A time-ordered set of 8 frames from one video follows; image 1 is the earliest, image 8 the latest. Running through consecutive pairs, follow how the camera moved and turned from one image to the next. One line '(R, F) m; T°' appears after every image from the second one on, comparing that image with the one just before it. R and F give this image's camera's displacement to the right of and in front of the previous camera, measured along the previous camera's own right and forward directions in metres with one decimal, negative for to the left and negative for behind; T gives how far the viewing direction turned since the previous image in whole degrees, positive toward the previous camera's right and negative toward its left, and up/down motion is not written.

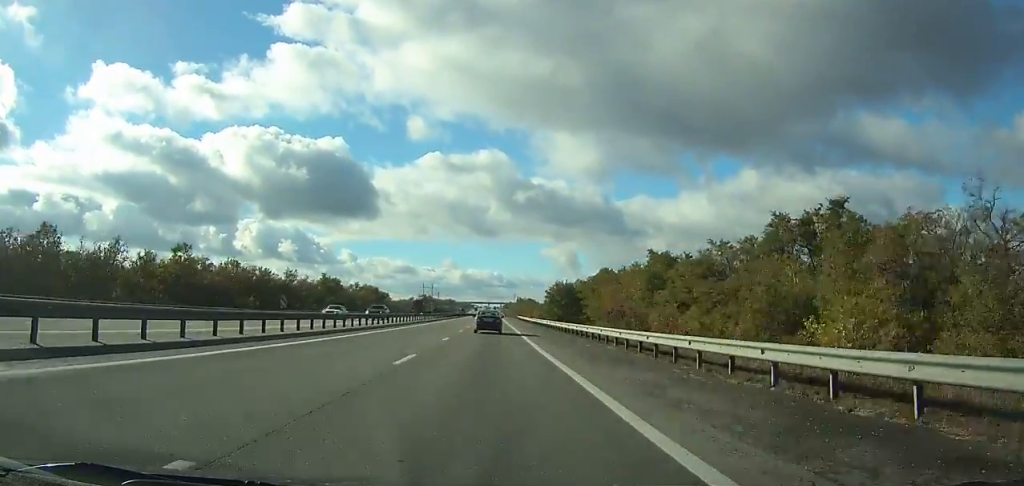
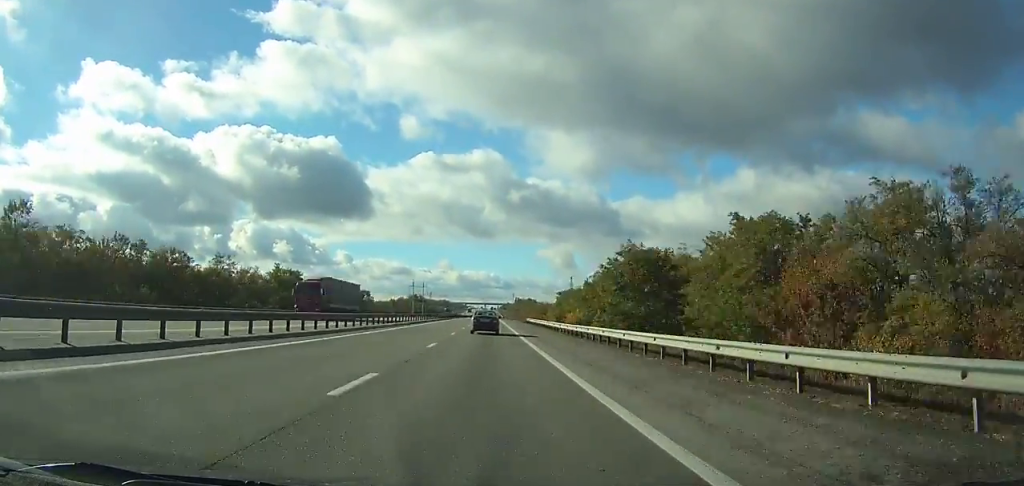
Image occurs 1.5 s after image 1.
(-0.1, +40.6) m; 0°
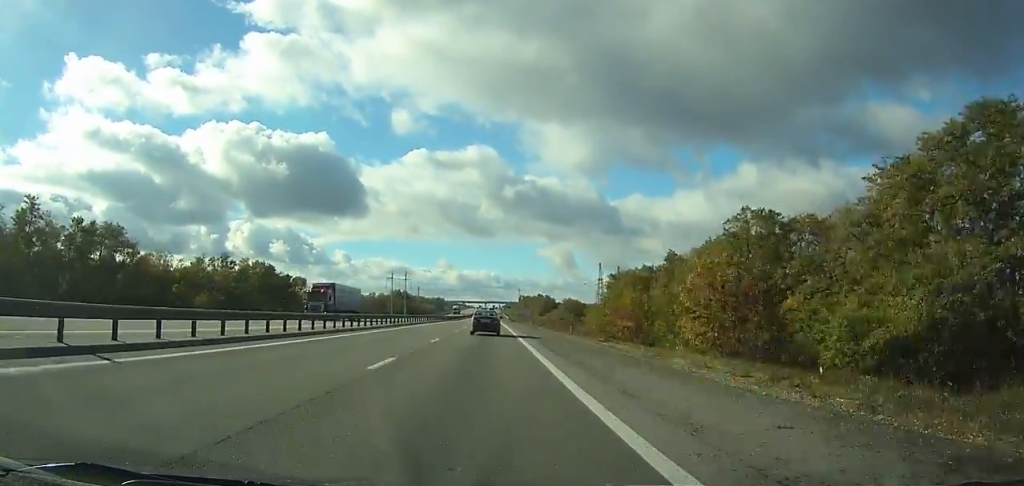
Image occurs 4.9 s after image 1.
(+0.1, +91.5) m; 0°
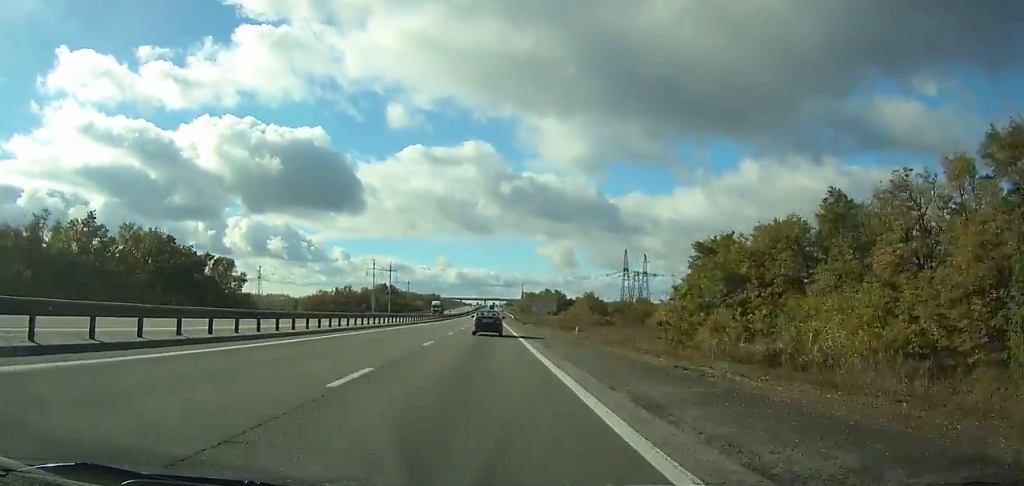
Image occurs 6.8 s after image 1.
(-0.2, +50.6) m; 0°
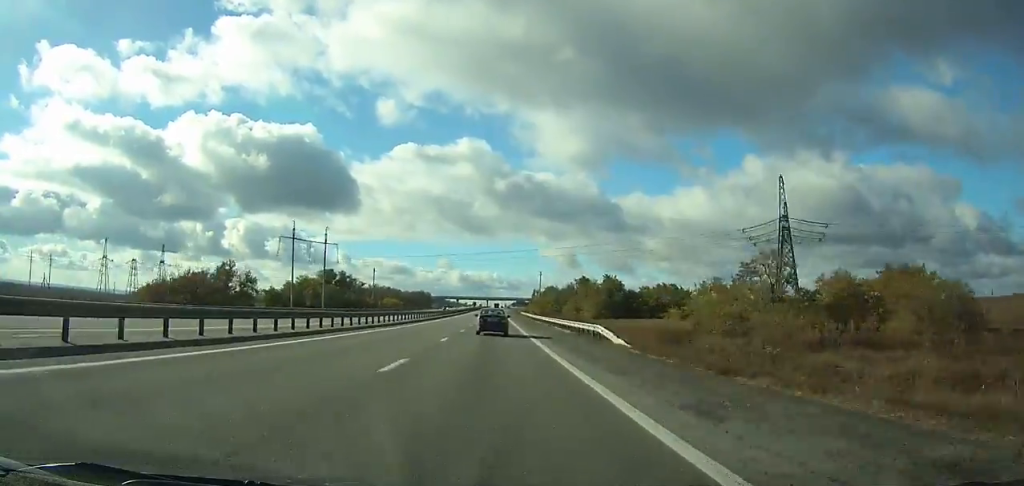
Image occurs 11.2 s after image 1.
(-0.1, +116.8) m; 0°
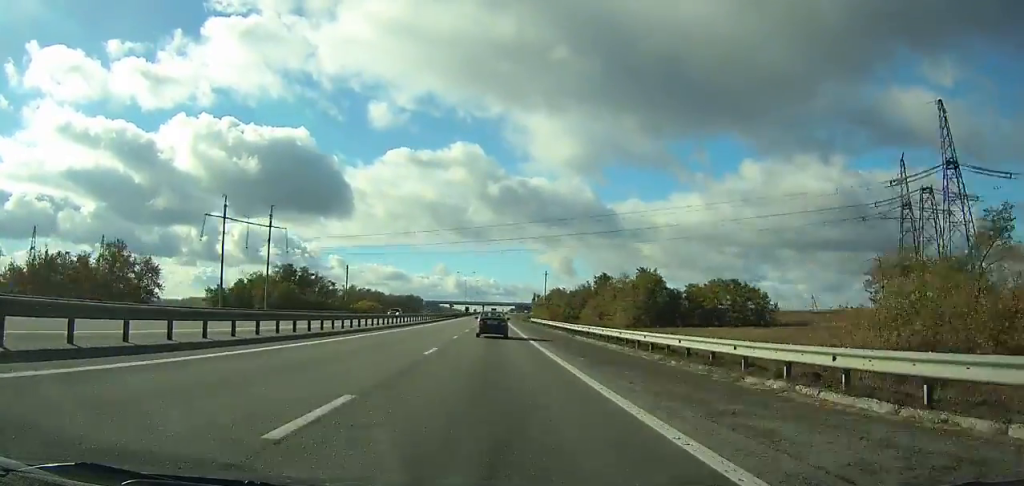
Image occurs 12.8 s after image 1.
(-0.1, +42.2) m; 0°
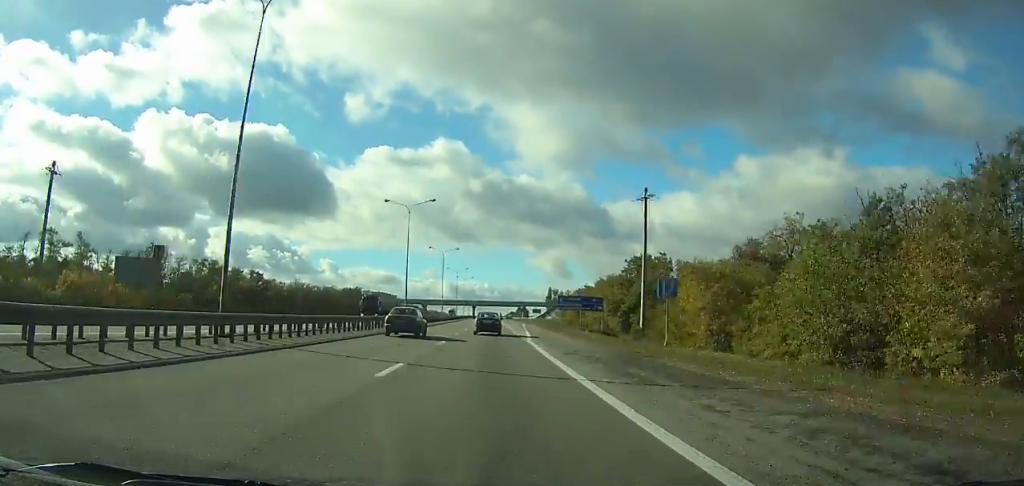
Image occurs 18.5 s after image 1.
(+0.4, +151.2) m; 0°
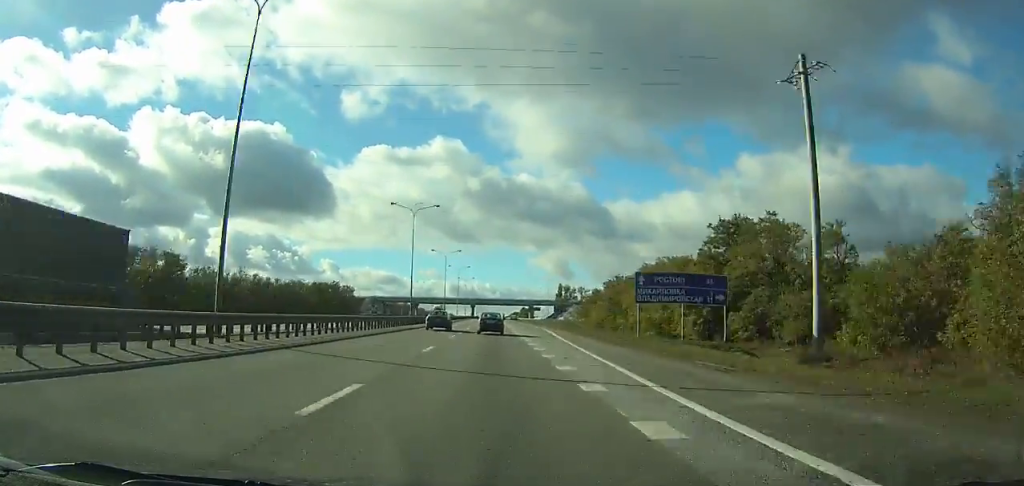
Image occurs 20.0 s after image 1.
(0.0, +40.2) m; 0°
